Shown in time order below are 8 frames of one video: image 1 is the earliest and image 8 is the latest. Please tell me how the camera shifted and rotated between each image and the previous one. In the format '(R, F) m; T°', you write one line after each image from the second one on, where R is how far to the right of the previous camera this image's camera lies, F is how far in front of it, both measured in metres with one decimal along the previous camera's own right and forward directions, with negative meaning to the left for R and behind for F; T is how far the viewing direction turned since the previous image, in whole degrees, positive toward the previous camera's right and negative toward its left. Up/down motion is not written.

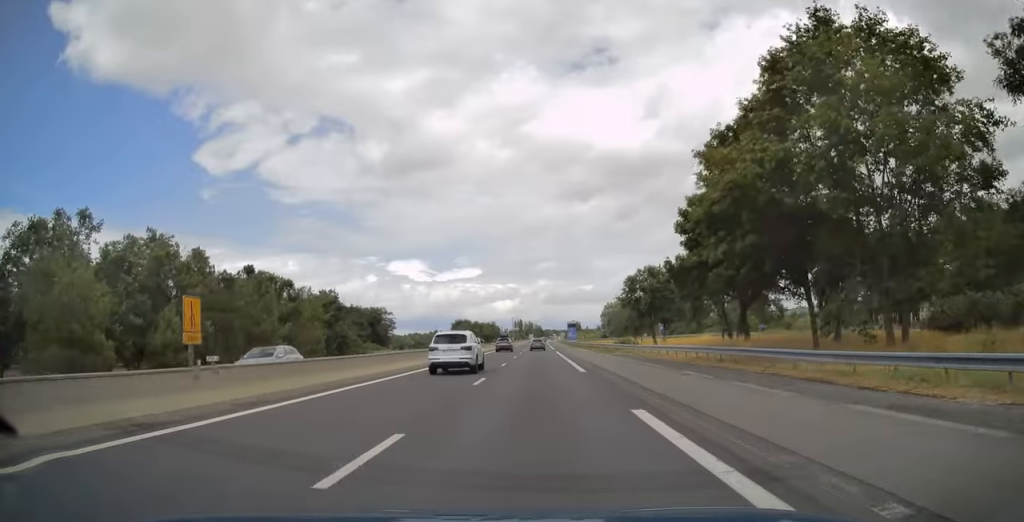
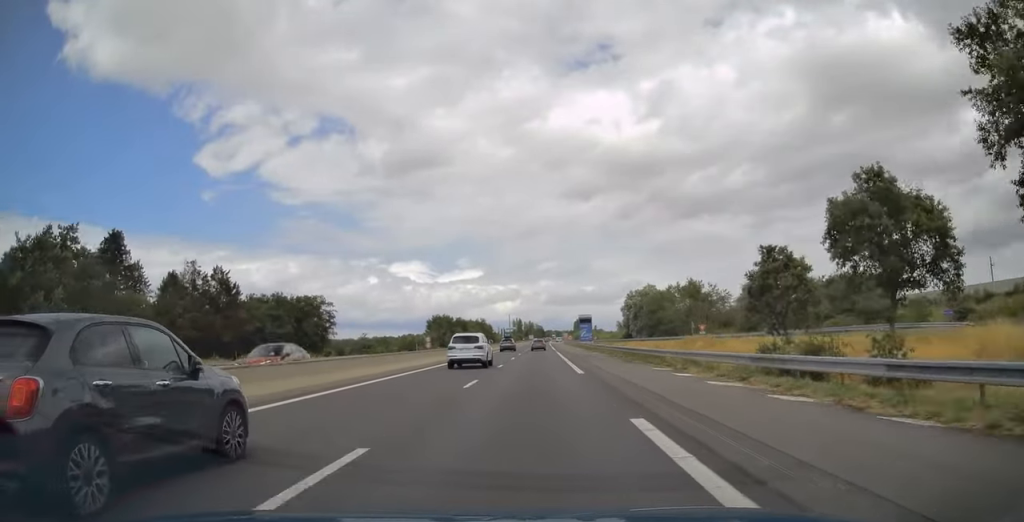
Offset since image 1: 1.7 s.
(+0.1, +53.2) m; 0°
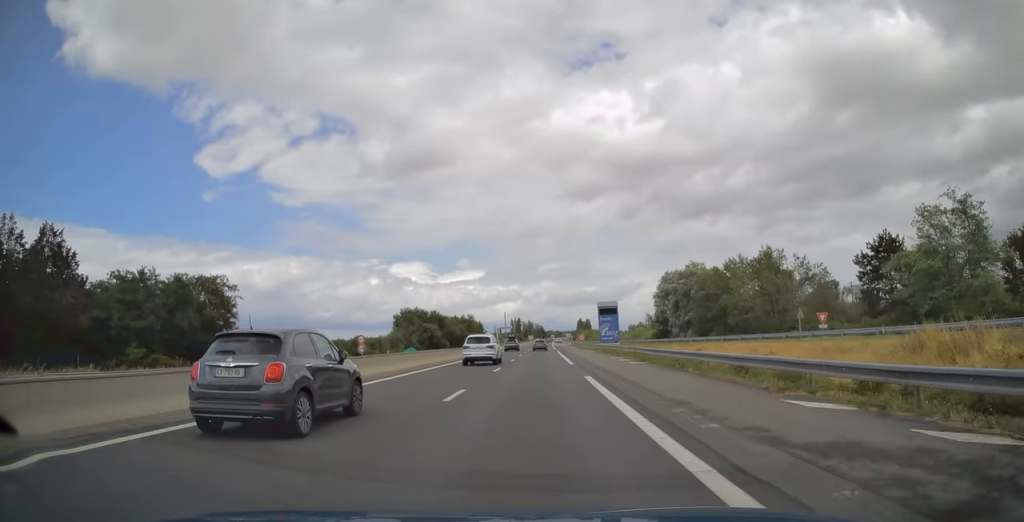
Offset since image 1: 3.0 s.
(0.0, +43.0) m; 0°
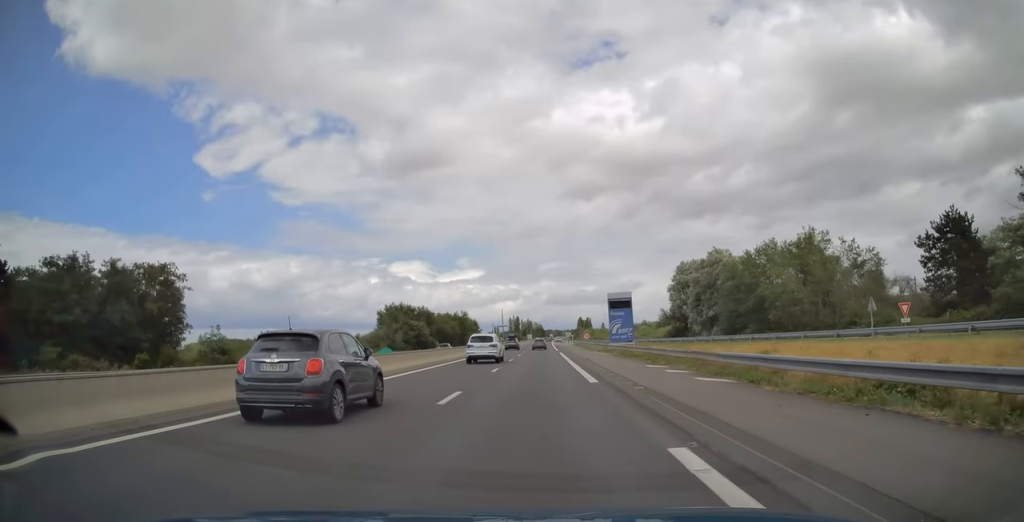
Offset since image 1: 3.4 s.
(0.0, +14.0) m; 0°
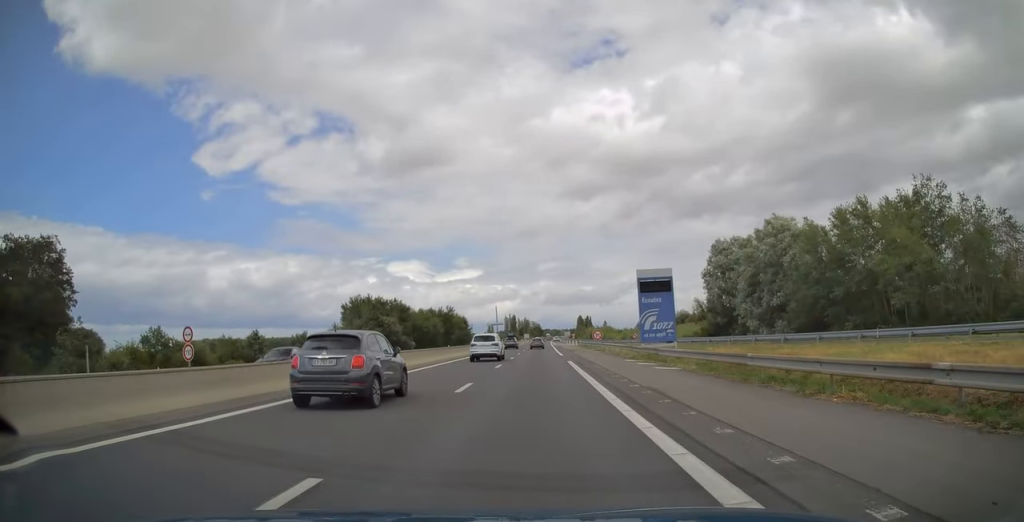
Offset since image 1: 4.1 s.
(-0.1, +23.1) m; 0°
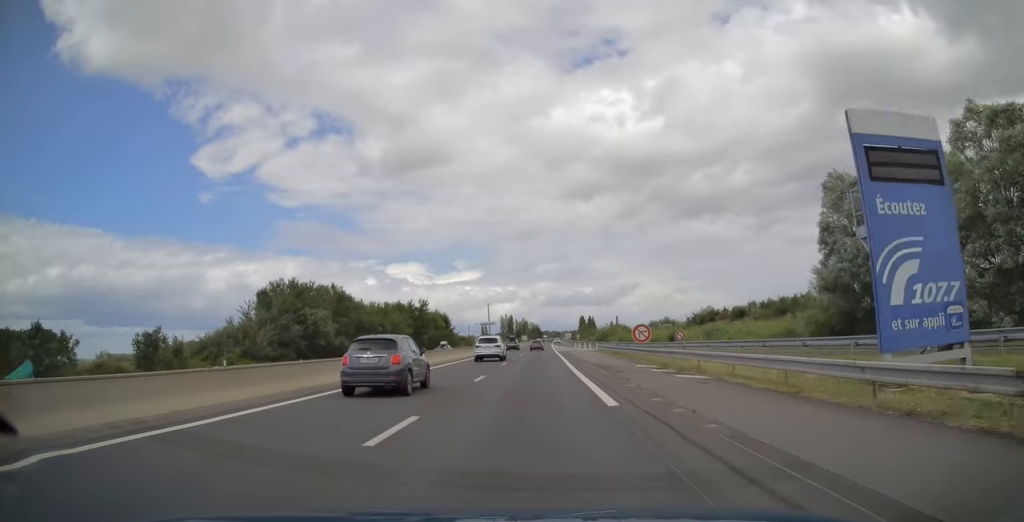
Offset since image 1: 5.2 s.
(+0.1, +33.8) m; 0°
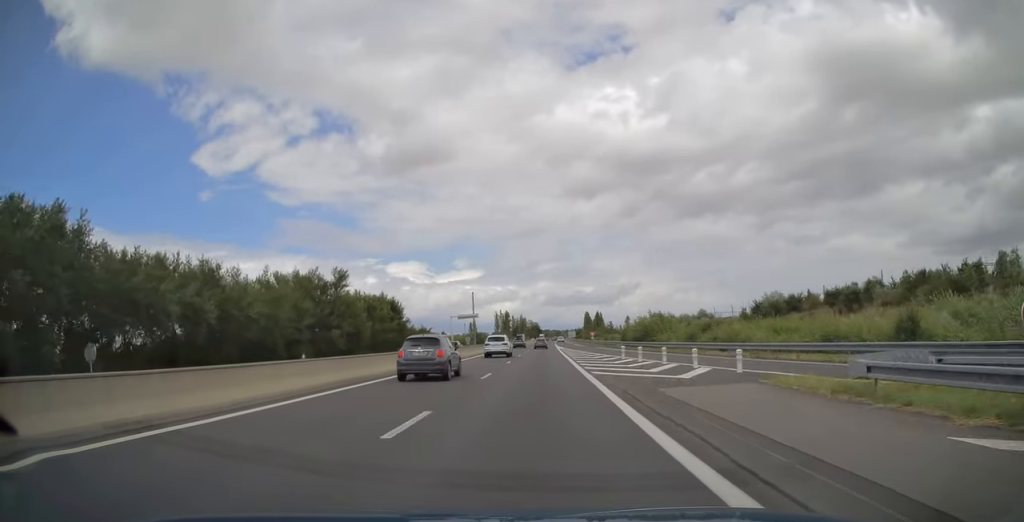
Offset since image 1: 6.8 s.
(-0.1, +51.5) m; 0°
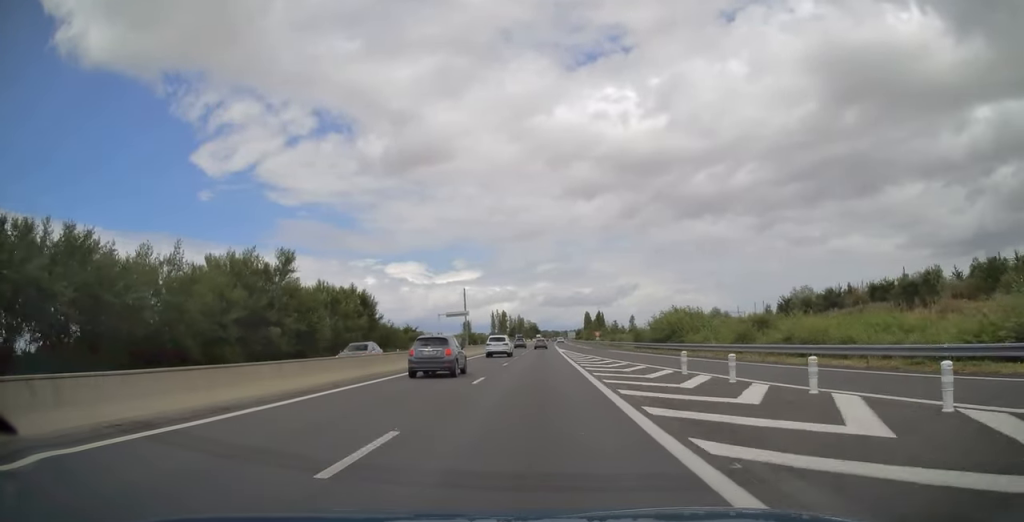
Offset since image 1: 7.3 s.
(0.0, +15.5) m; 0°
